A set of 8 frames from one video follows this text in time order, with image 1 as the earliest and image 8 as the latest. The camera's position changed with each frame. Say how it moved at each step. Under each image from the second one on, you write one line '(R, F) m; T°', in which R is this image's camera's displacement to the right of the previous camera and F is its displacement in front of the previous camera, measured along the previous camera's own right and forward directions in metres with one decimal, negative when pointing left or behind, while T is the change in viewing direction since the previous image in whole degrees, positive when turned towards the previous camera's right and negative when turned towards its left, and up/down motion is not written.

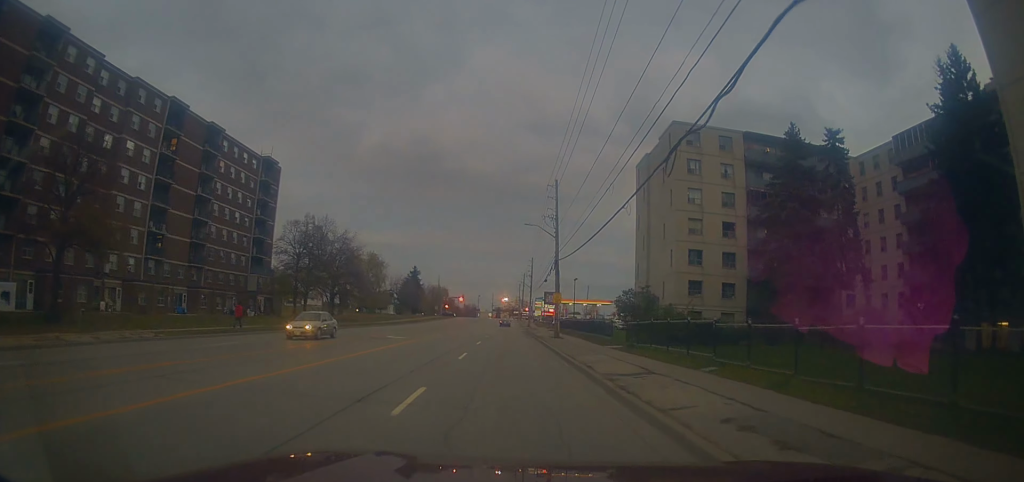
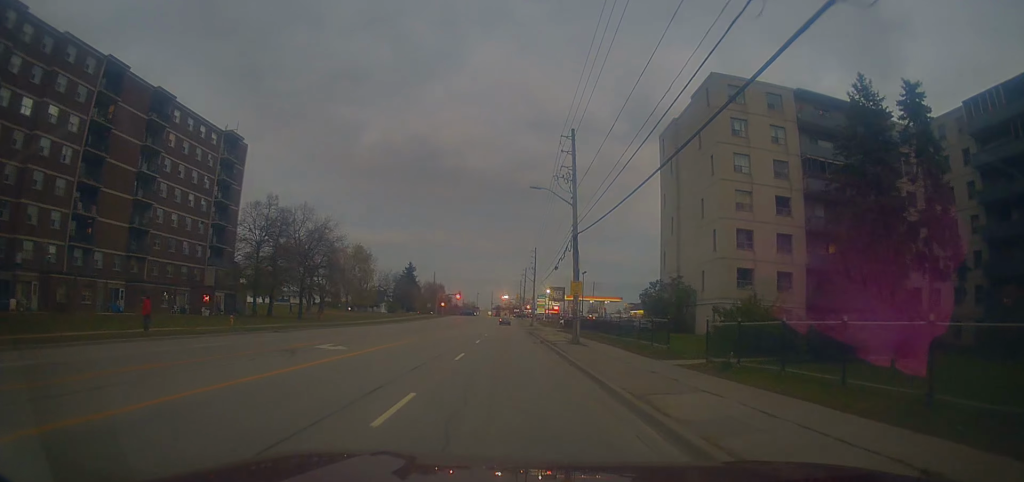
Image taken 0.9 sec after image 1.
(-0.2, +11.8) m; 0°
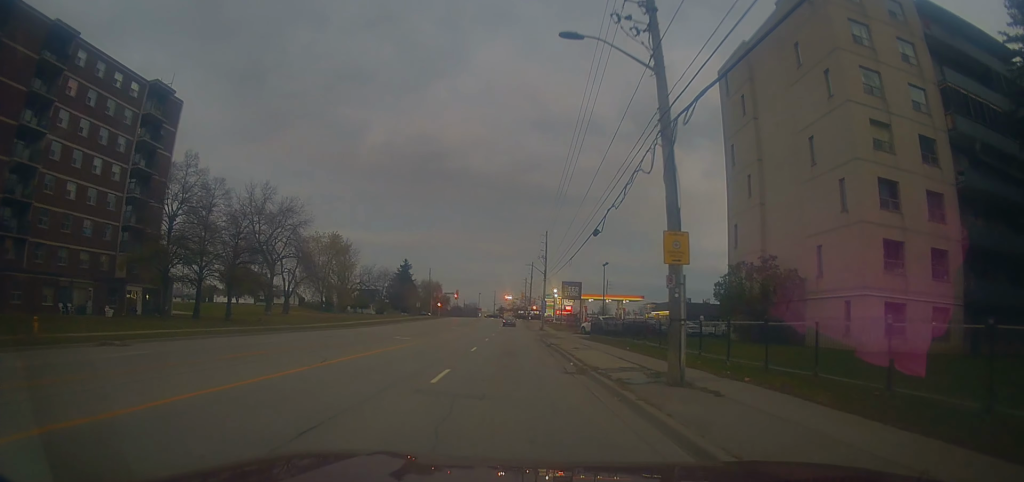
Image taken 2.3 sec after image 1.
(+0.4, +18.0) m; 0°
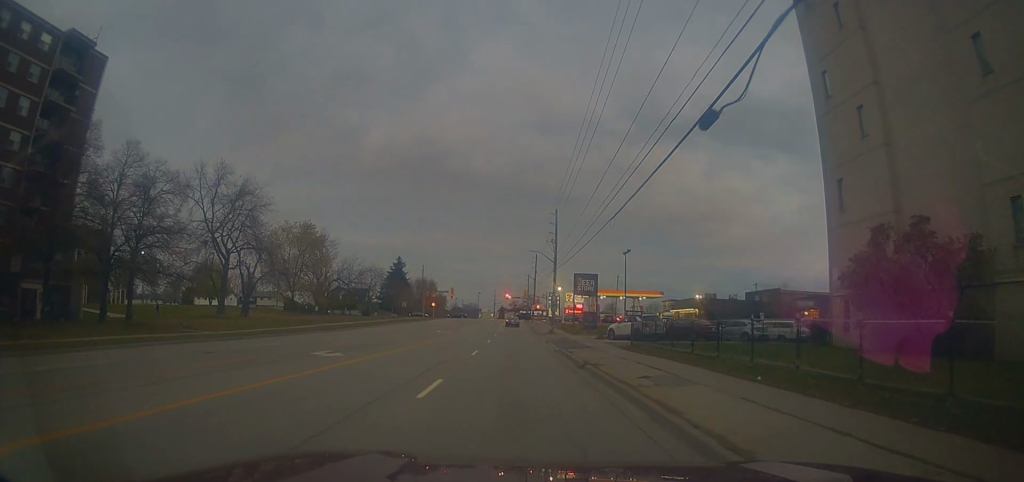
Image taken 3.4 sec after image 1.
(-0.6, +13.9) m; -2°
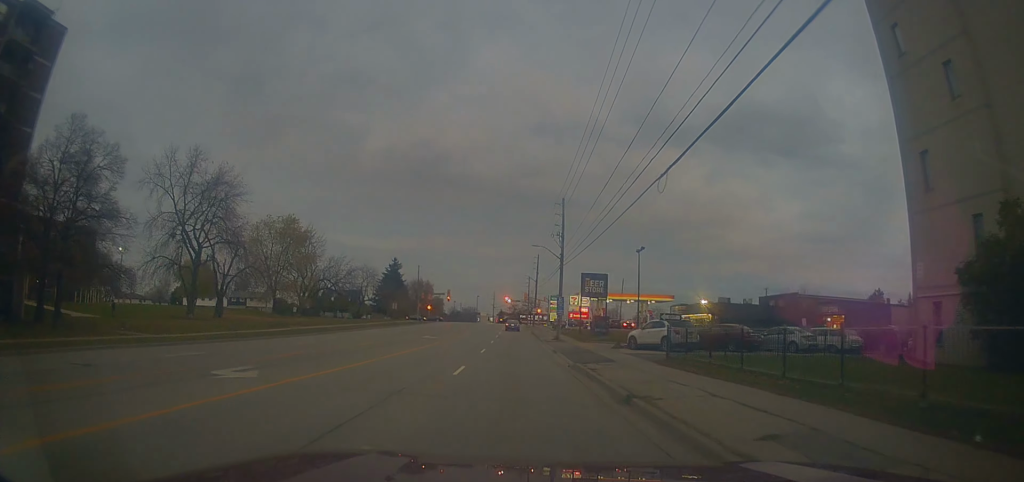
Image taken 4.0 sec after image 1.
(+0.1, +6.7) m; +1°
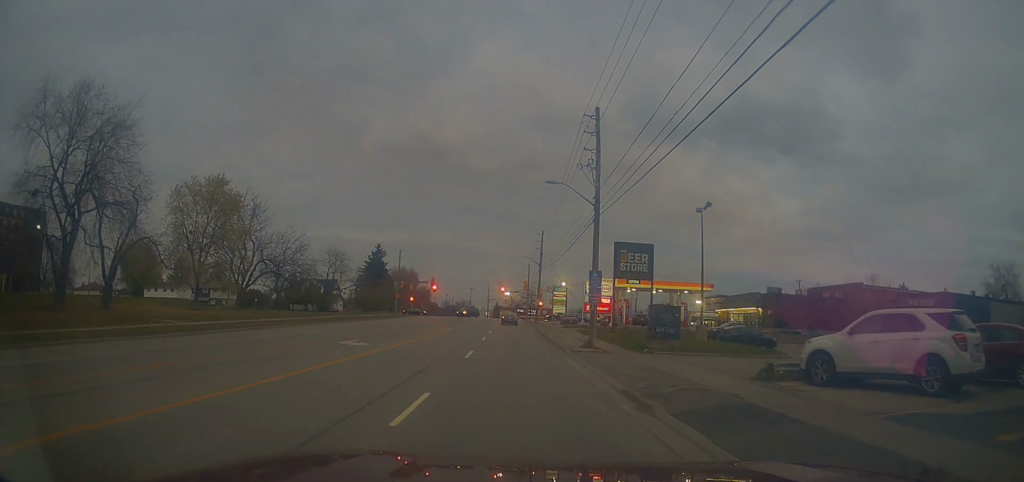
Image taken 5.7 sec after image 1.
(+0.3, +20.1) m; +1°
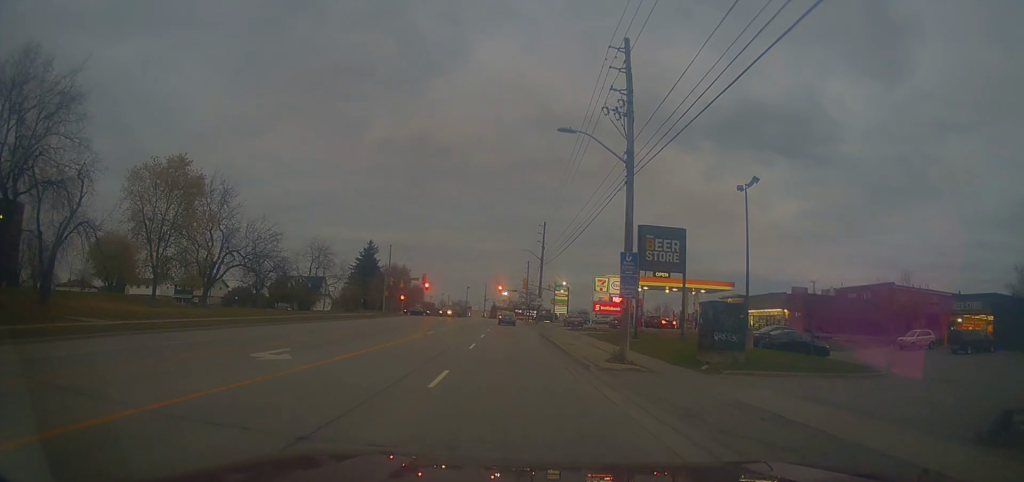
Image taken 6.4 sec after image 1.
(0.0, +7.8) m; 0°
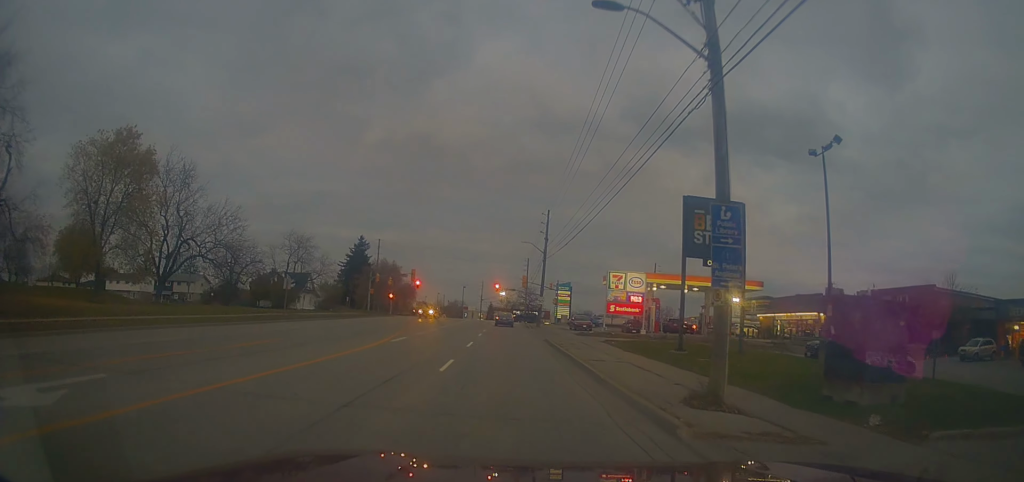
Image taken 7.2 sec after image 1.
(0.0, +8.5) m; -1°
